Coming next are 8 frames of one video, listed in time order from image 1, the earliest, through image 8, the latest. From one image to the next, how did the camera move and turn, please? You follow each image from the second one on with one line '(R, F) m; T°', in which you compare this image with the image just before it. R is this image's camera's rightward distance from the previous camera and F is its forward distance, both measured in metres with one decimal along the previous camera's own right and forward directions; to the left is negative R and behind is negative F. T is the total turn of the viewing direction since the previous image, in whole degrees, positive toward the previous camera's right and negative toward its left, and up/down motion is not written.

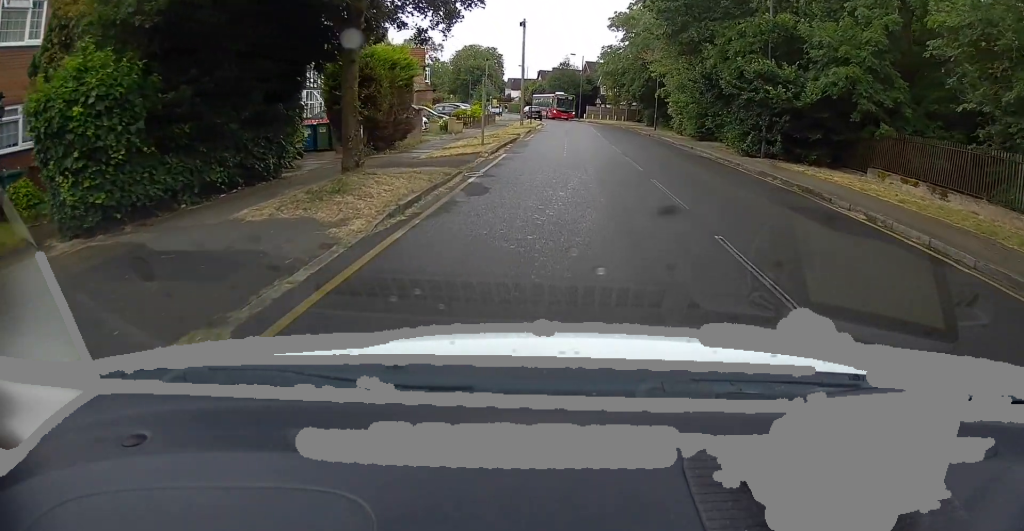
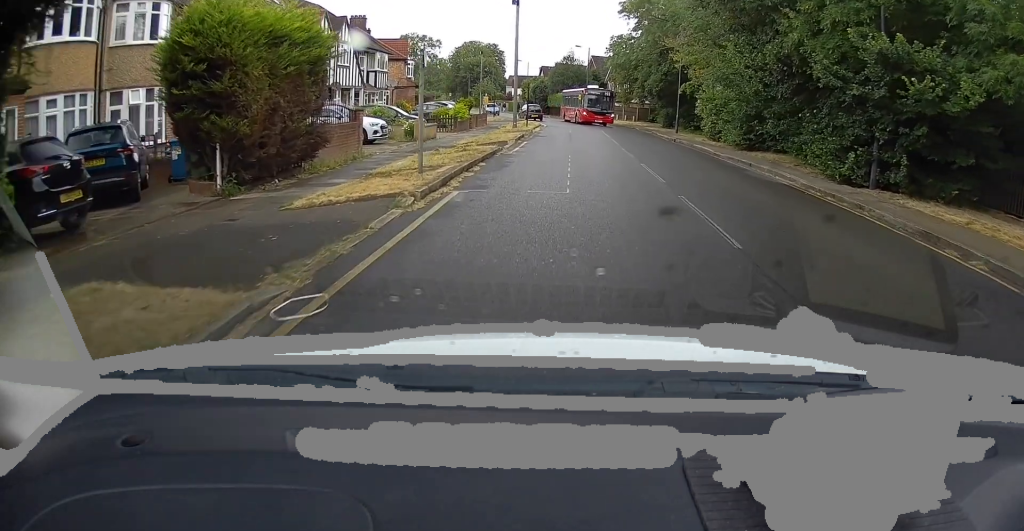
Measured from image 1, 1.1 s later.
(0.0, +9.0) m; 0°
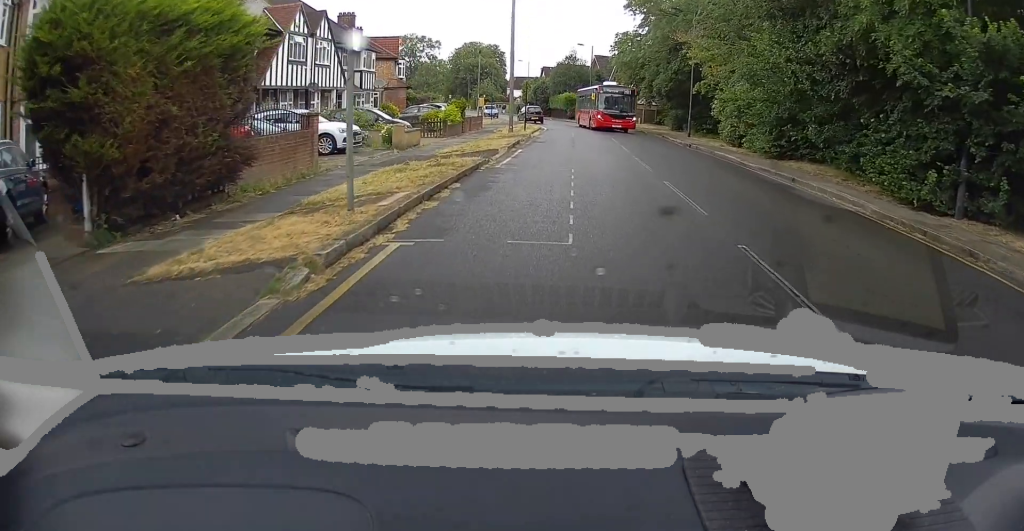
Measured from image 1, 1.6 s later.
(0.0, +3.6) m; 0°
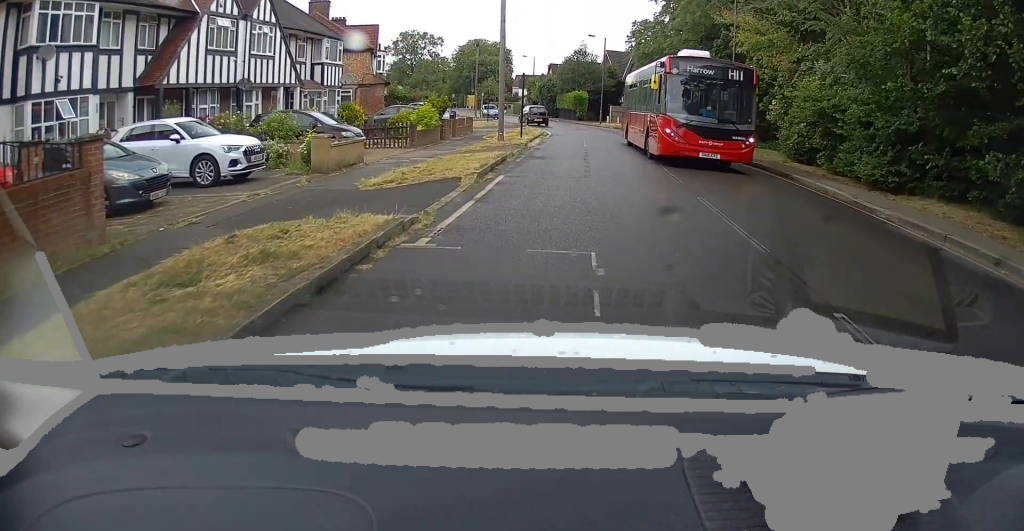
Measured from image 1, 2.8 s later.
(-0.1, +8.3) m; -1°
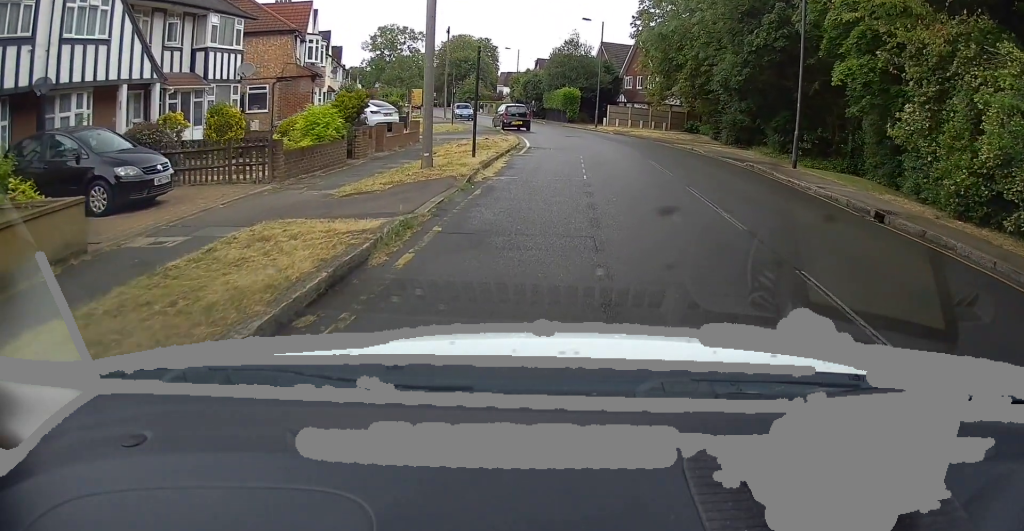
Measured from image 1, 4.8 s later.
(0.0, +11.6) m; +1°
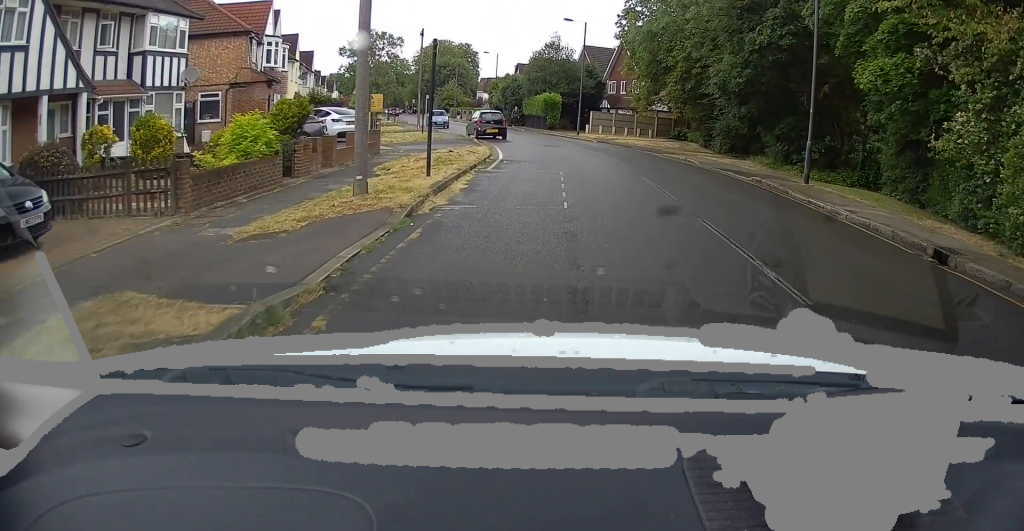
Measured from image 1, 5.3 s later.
(0.0, +3.1) m; +1°
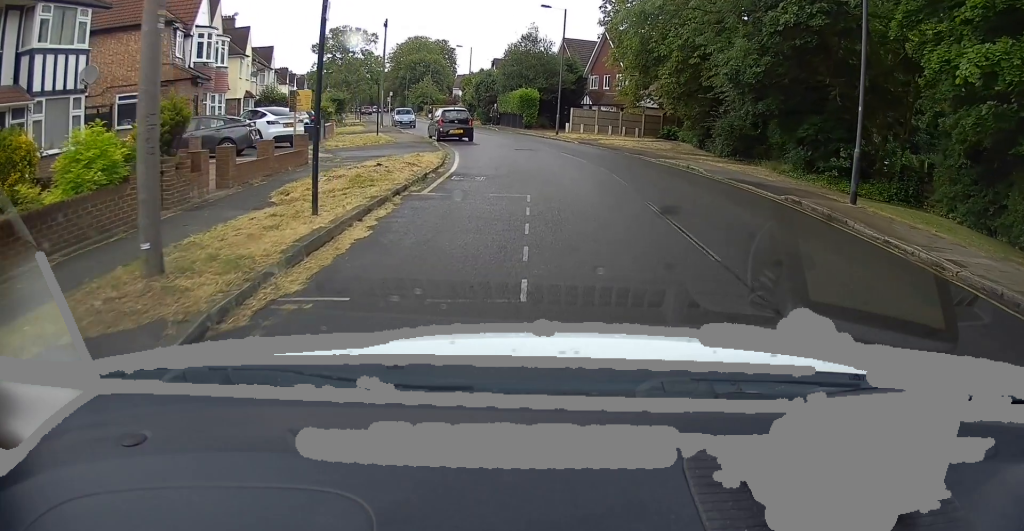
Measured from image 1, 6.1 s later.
(+0.1, +4.7) m; +1°
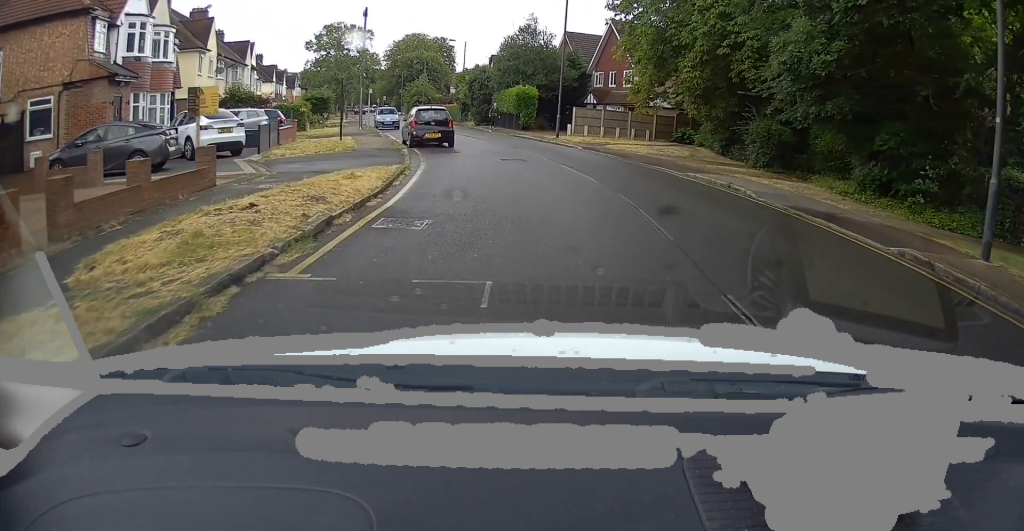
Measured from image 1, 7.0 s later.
(+0.1, +5.2) m; 0°
